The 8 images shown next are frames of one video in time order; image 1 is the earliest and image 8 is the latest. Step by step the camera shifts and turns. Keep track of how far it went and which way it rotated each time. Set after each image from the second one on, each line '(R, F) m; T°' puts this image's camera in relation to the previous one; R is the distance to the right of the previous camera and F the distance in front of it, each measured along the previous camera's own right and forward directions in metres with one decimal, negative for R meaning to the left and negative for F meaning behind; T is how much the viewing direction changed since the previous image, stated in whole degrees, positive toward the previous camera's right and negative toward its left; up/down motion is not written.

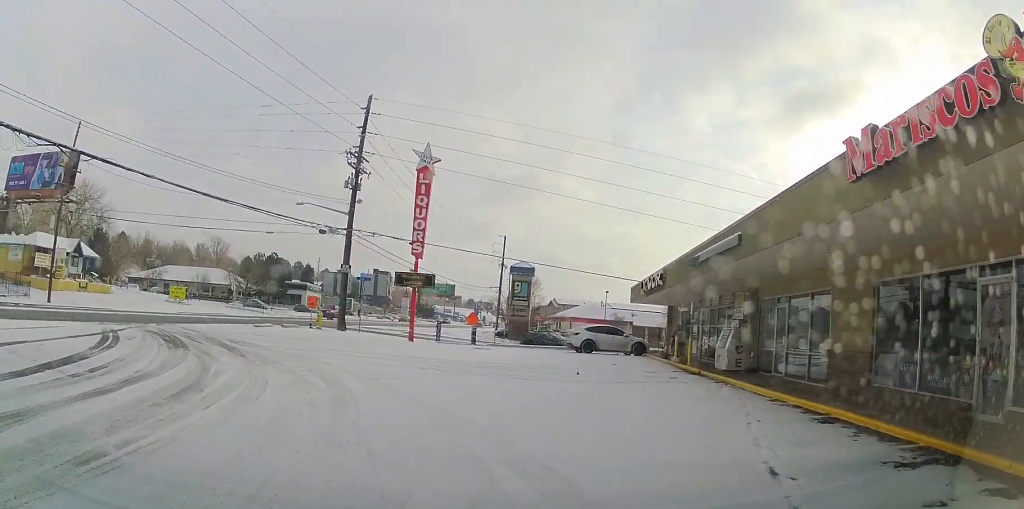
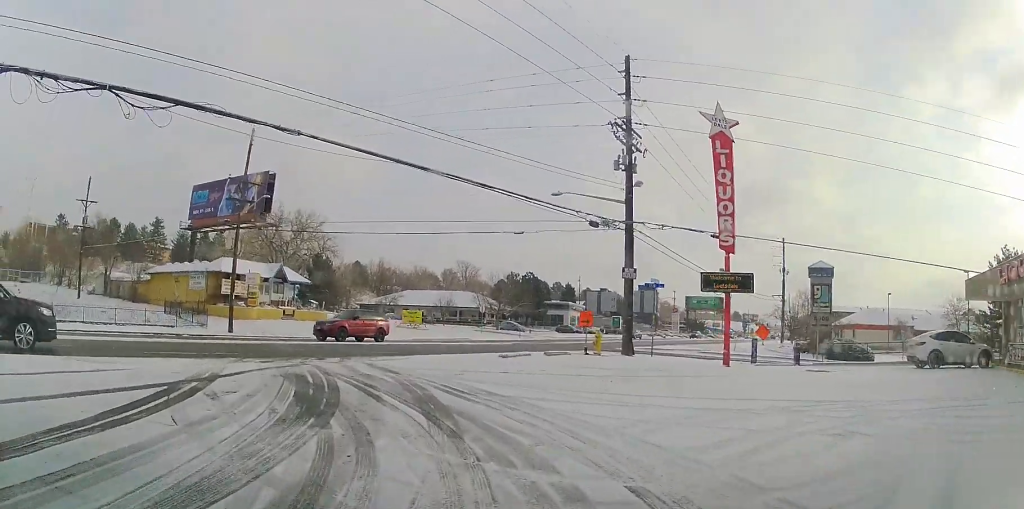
(-1.1, +7.3) m; -23°
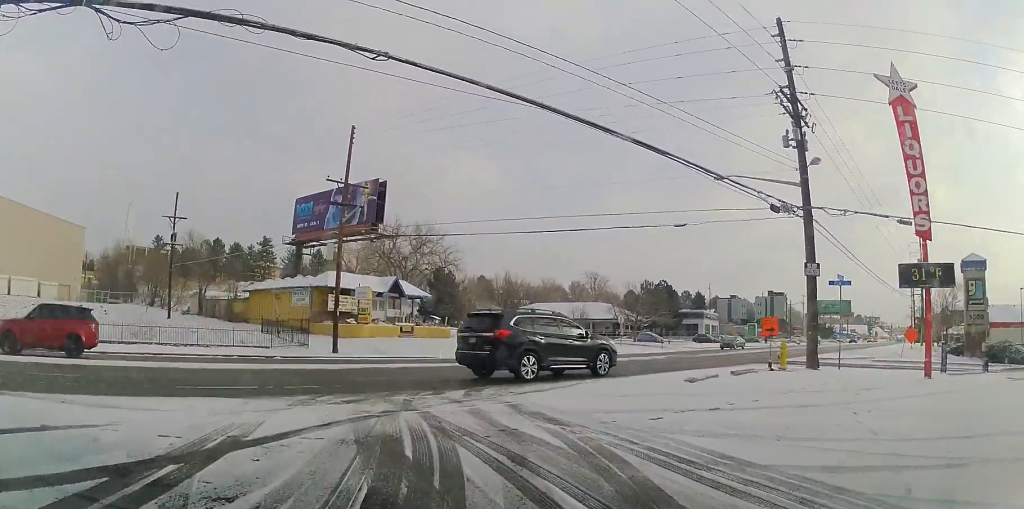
(-0.6, +4.5) m; -9°
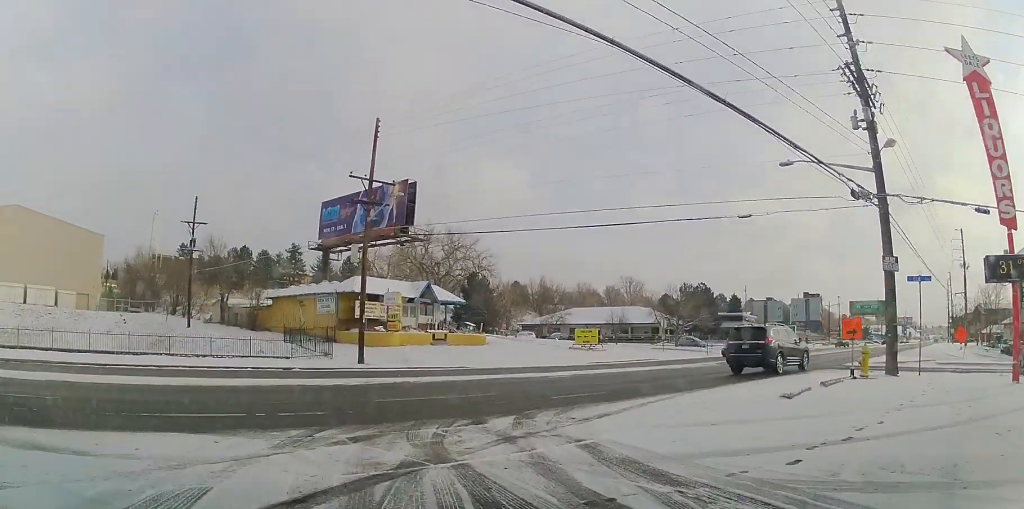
(0.0, +3.0) m; -3°
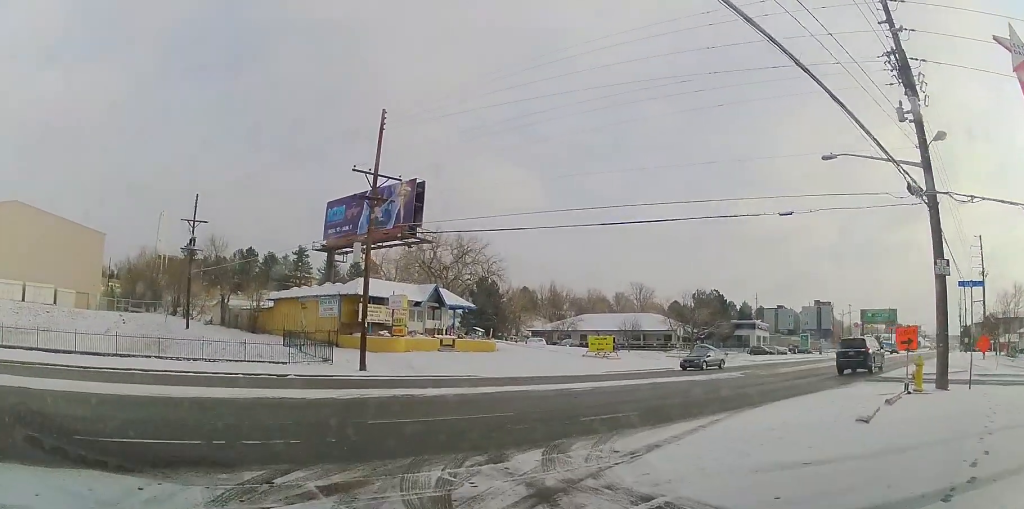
(-0.1, +2.3) m; -4°
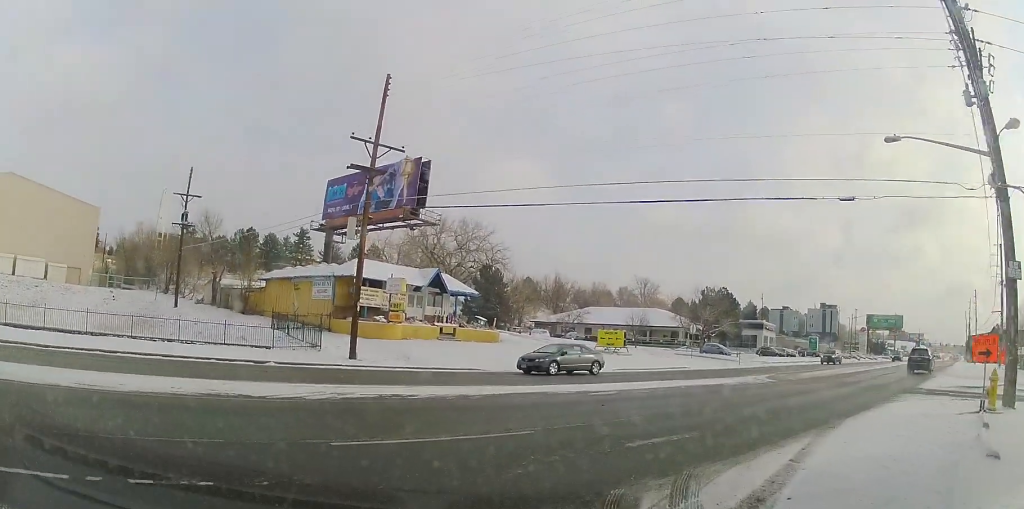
(-0.2, +3.1) m; +3°
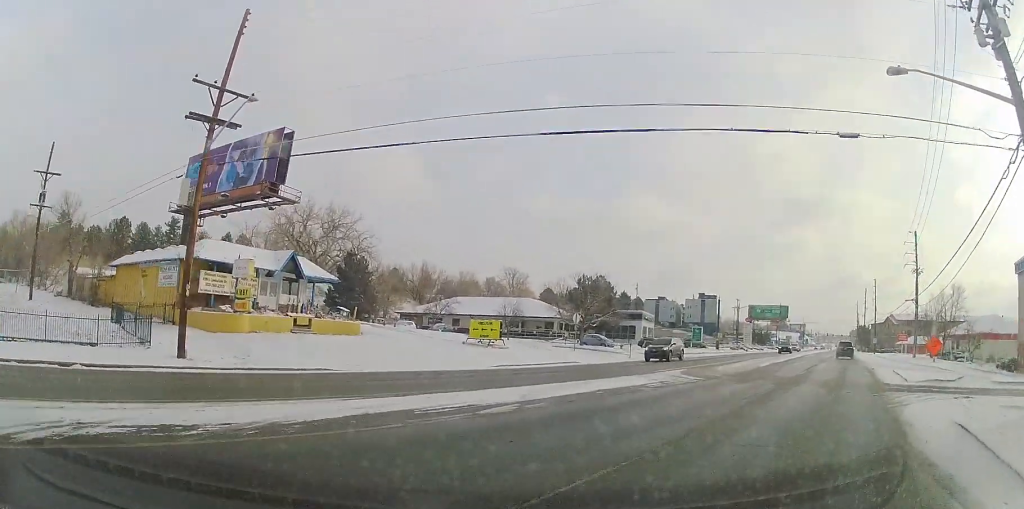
(+0.8, +4.4) m; +21°
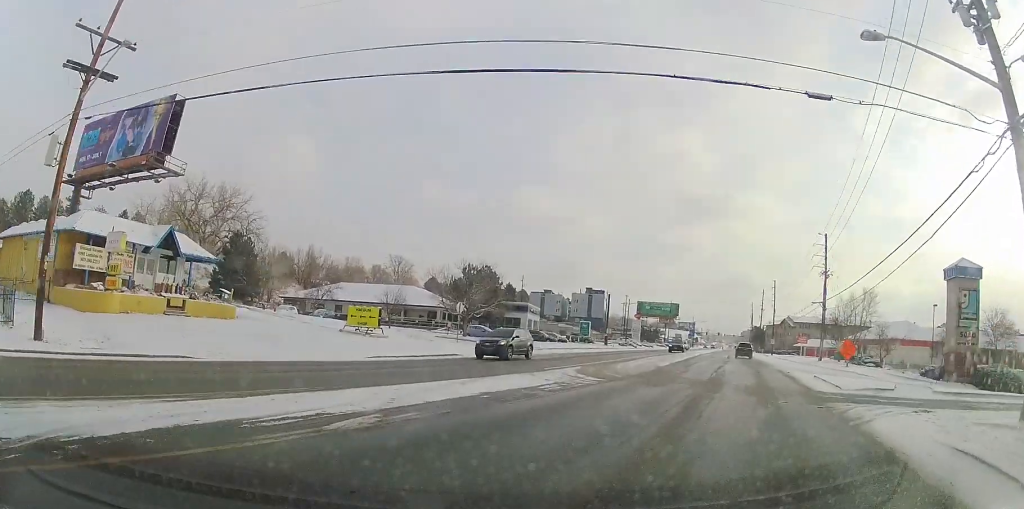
(+0.1, +2.3) m; +6°
